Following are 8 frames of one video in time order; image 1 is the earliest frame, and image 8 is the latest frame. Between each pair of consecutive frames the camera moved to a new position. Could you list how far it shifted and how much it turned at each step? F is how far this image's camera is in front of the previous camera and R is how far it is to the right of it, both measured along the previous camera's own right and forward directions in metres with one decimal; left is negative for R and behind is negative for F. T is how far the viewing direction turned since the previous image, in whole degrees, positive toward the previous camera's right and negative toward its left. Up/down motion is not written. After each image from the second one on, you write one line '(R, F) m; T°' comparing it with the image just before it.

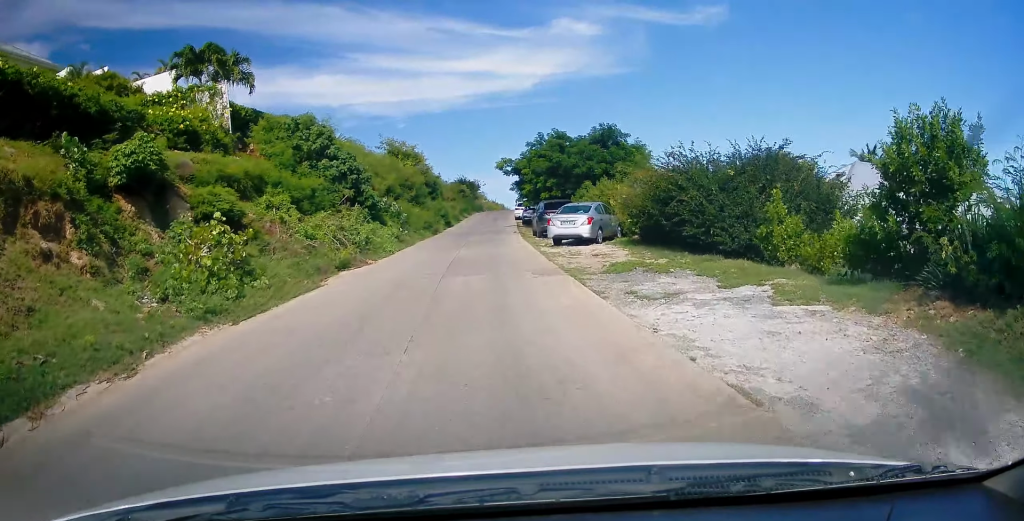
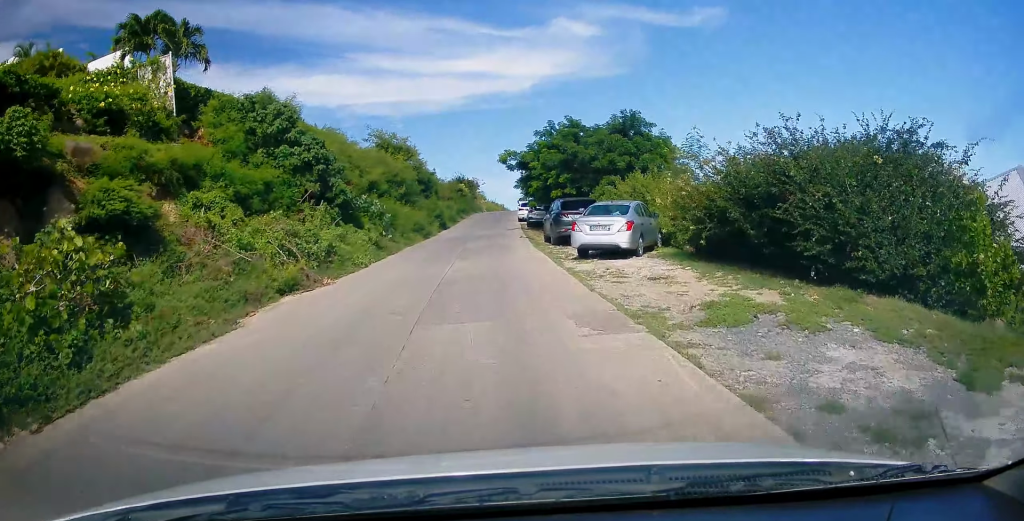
(-0.2, +5.3) m; -2°
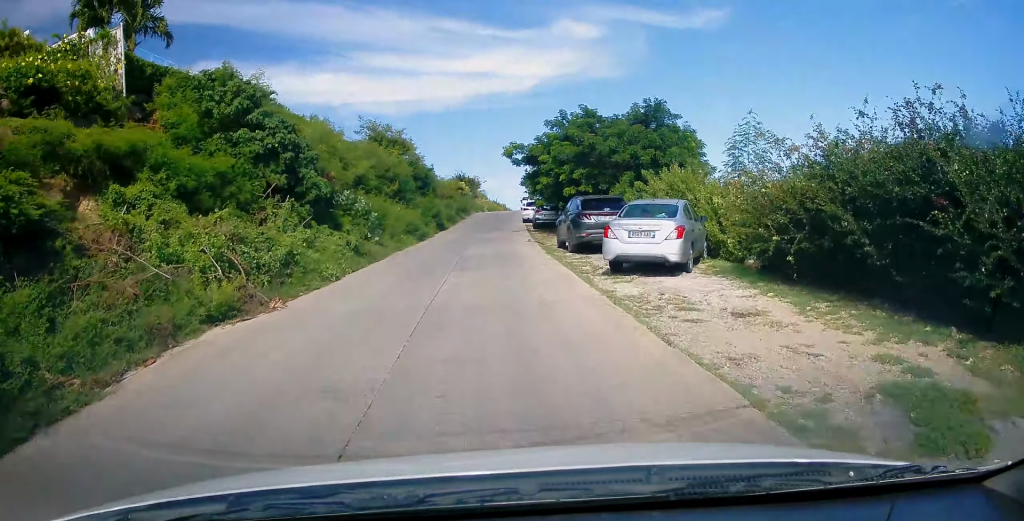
(0.0, +3.7) m; 0°
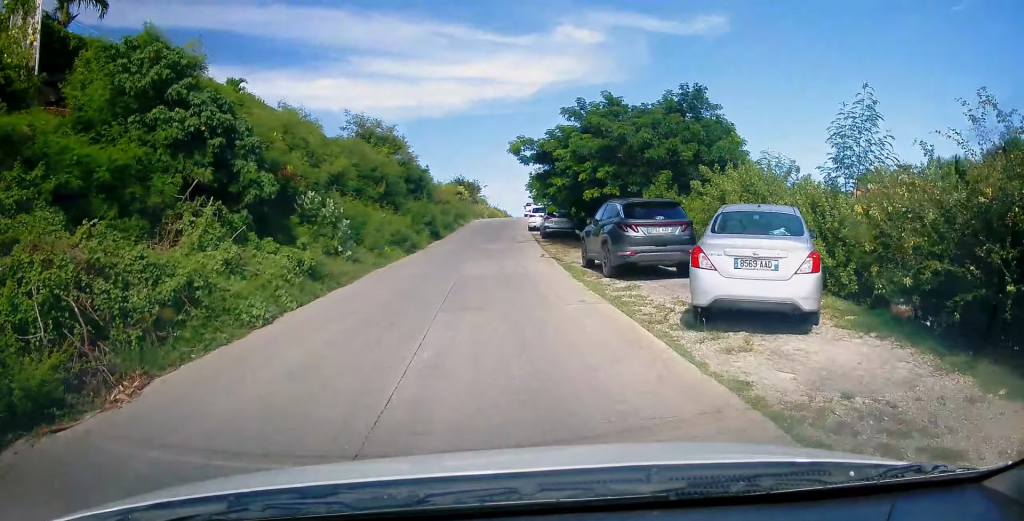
(+0.1, +4.9) m; +1°
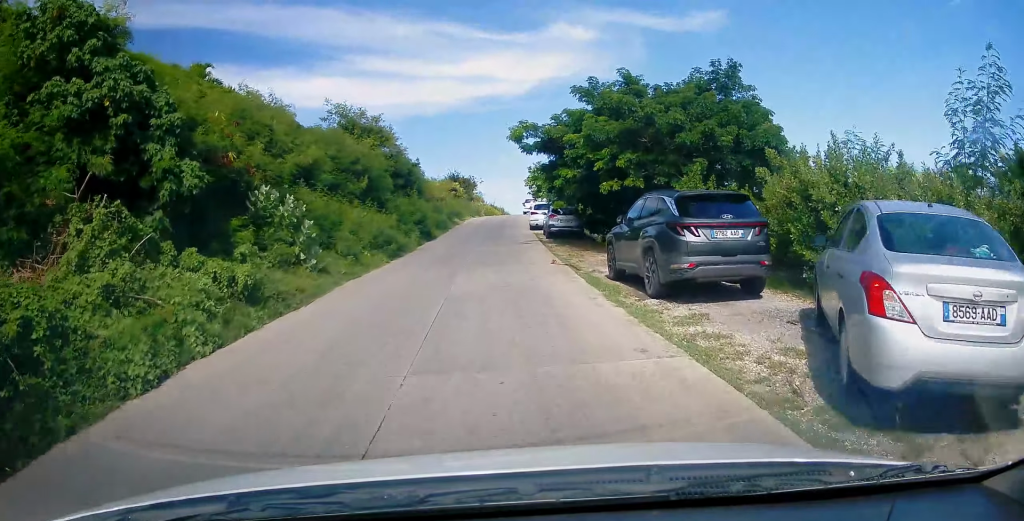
(0.0, +3.5) m; 0°
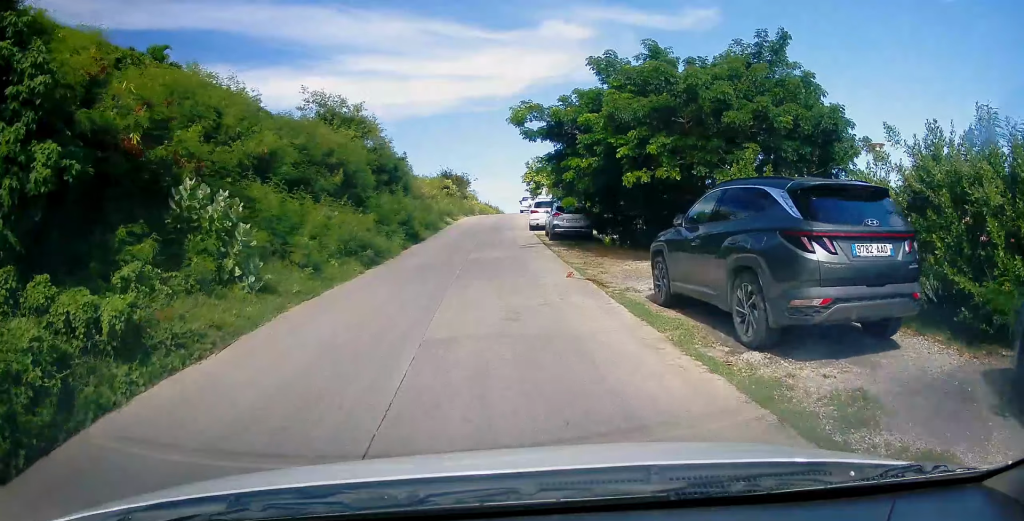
(0.0, +3.5) m; +1°
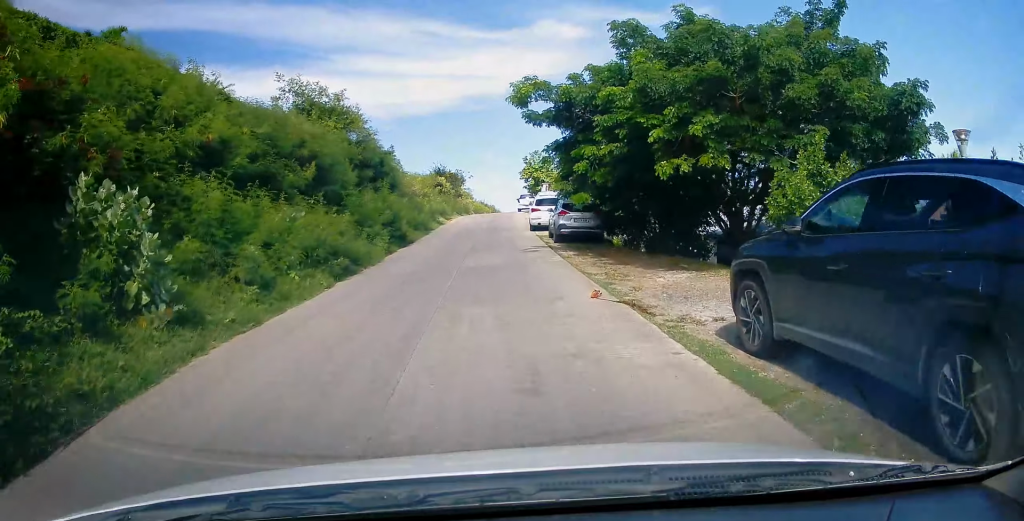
(0.0, +3.0) m; +1°
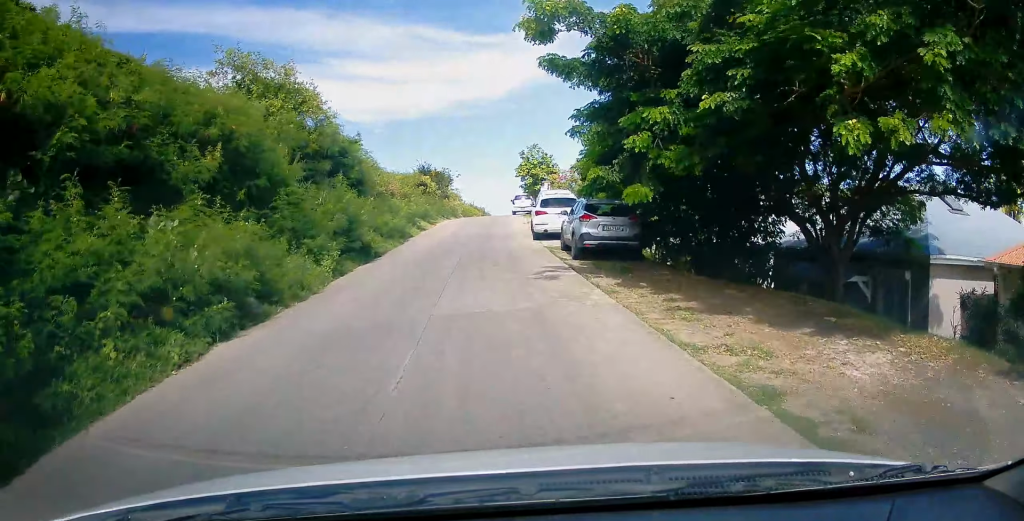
(+0.2, +6.2) m; -2°
